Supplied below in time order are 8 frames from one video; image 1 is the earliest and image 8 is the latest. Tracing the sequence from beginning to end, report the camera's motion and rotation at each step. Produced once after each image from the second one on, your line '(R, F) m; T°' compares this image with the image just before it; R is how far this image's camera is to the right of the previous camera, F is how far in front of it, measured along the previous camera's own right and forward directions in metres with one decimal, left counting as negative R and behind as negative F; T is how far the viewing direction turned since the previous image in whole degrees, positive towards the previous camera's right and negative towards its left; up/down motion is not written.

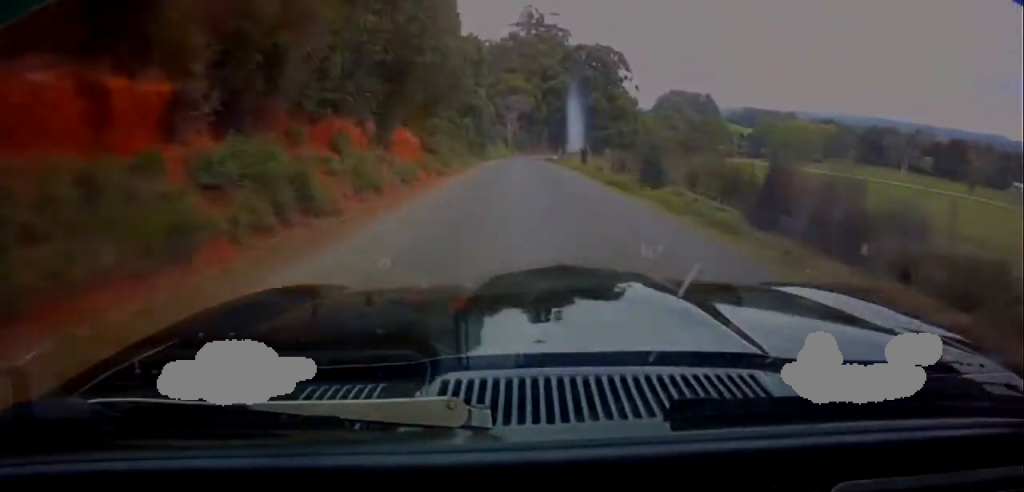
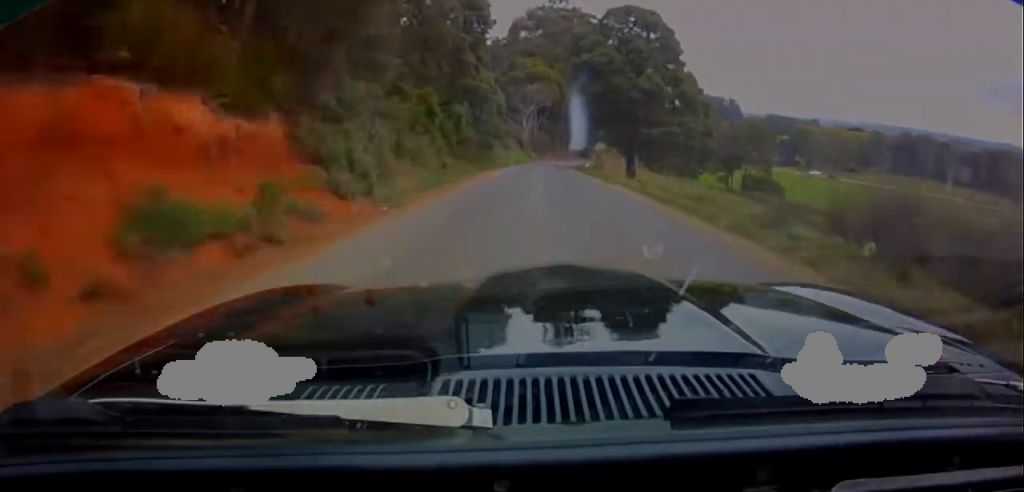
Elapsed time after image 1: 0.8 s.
(-0.6, +27.6) m; -1°
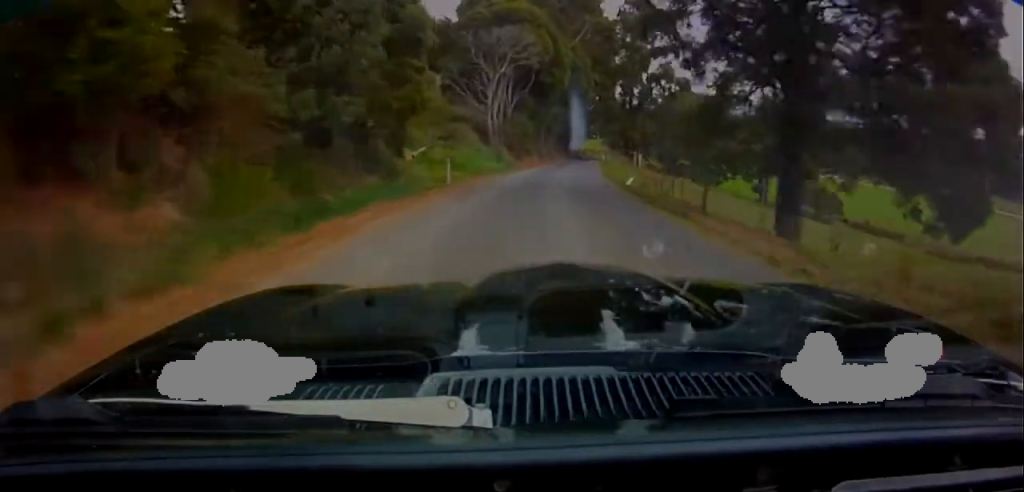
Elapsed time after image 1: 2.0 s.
(+0.1, +44.6) m; +2°
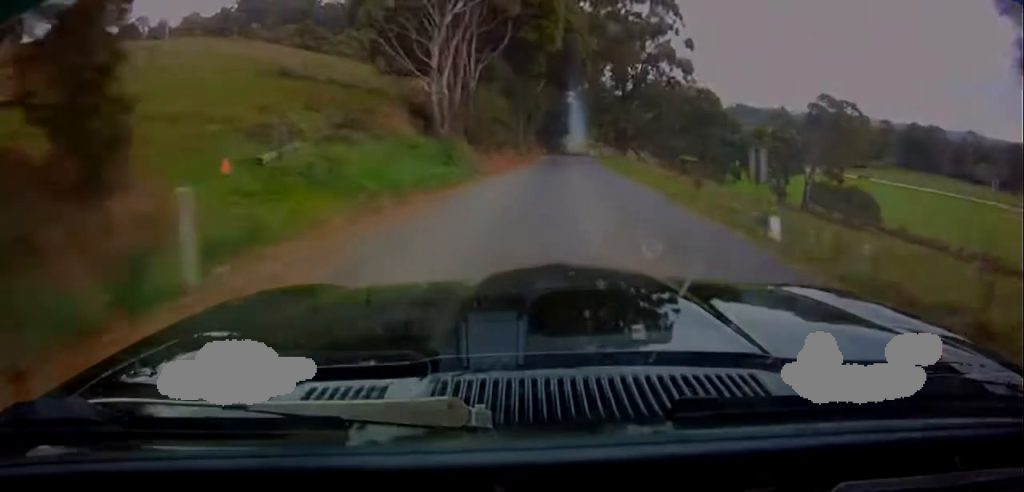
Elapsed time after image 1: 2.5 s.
(0.0, +21.3) m; +1°
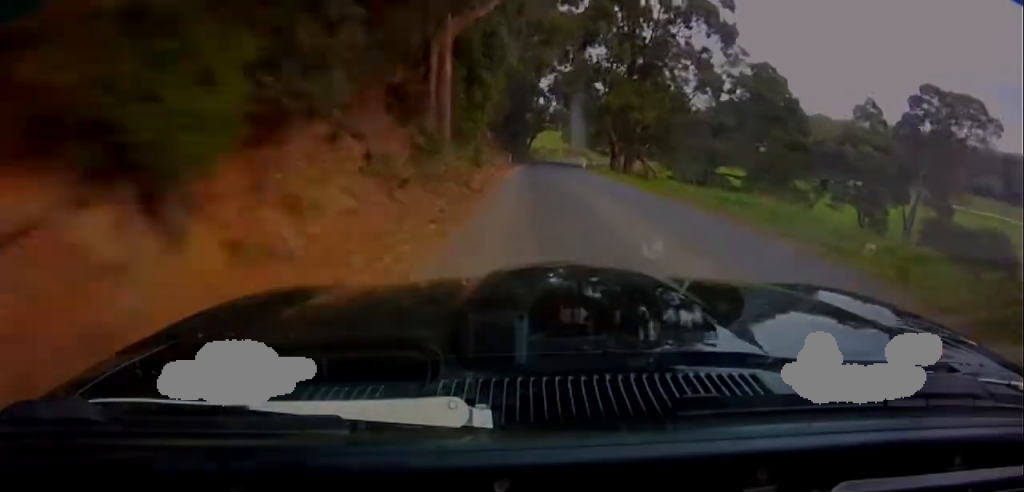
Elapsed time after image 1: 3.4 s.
(+1.1, +41.7) m; +3°
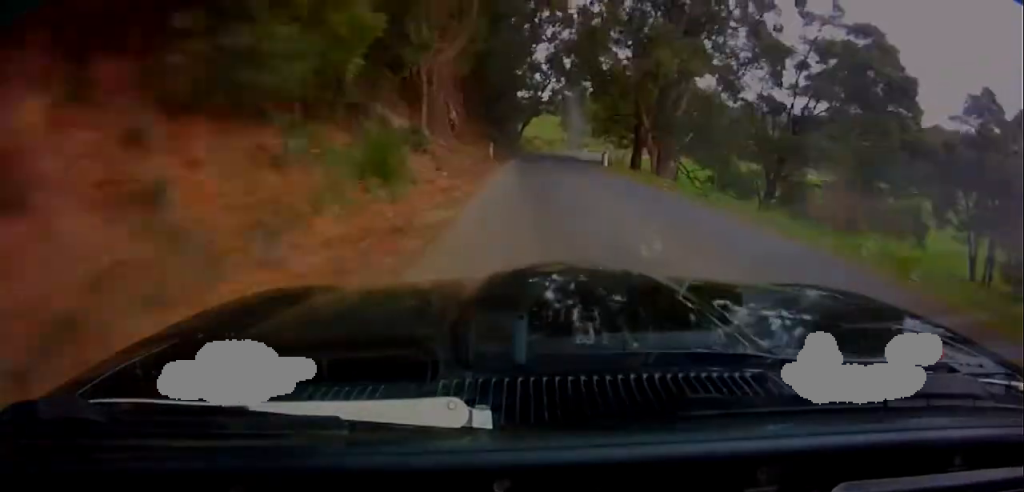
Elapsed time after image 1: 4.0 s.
(+0.5, +22.5) m; +2°
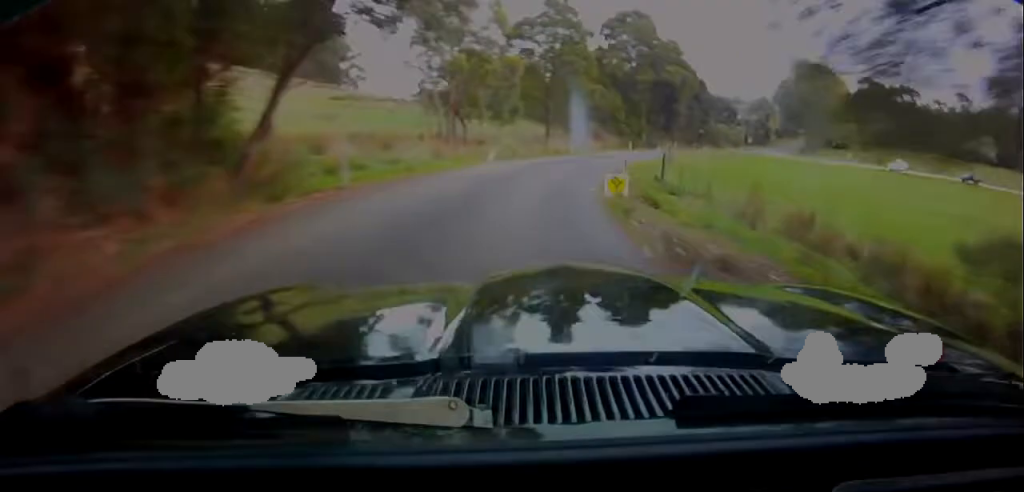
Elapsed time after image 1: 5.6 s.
(+2.4, +63.9) m; +6°
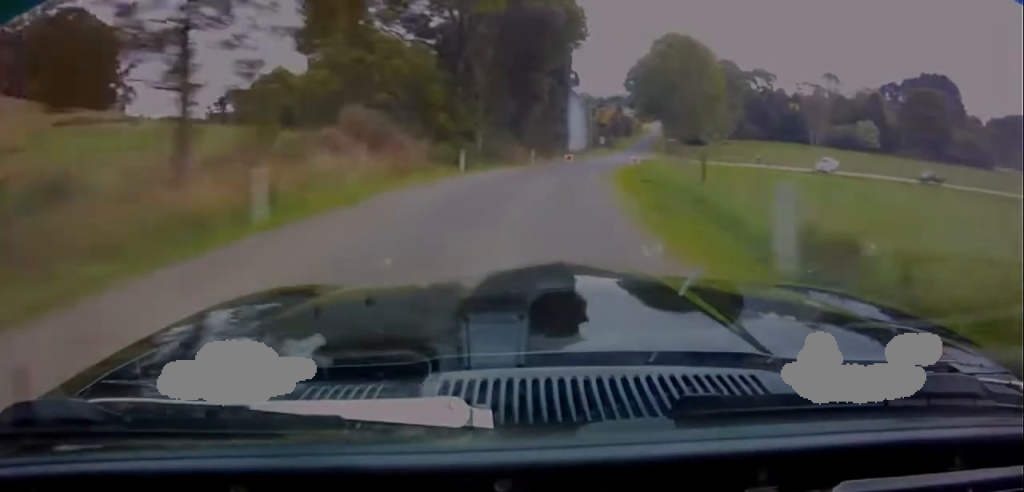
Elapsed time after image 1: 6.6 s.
(+2.6, +38.7) m; +15°
